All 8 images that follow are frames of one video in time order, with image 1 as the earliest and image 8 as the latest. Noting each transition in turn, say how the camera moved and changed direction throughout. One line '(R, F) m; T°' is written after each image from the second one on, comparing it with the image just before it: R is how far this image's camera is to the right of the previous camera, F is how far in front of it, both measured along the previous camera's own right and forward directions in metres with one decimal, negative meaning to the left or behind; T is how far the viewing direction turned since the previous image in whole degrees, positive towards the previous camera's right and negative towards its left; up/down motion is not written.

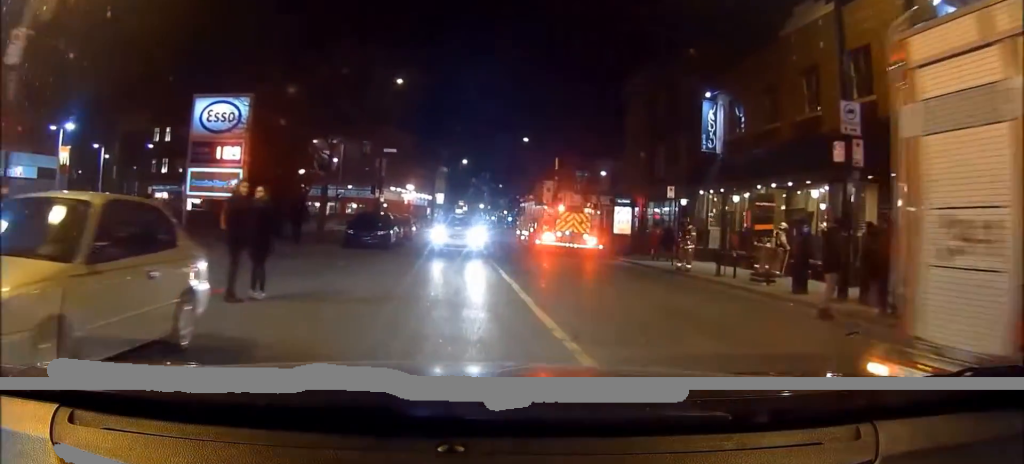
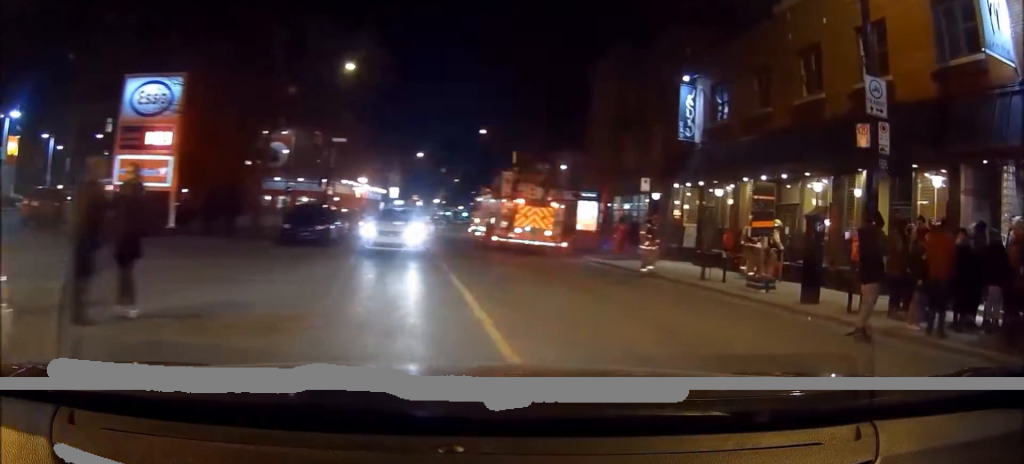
(+0.4, +3.1) m; +9°
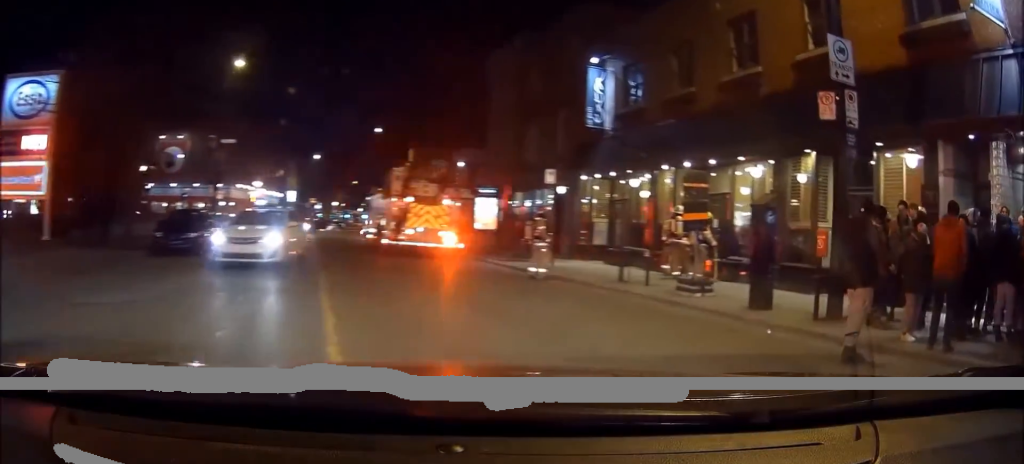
(+0.2, +2.9) m; +6°
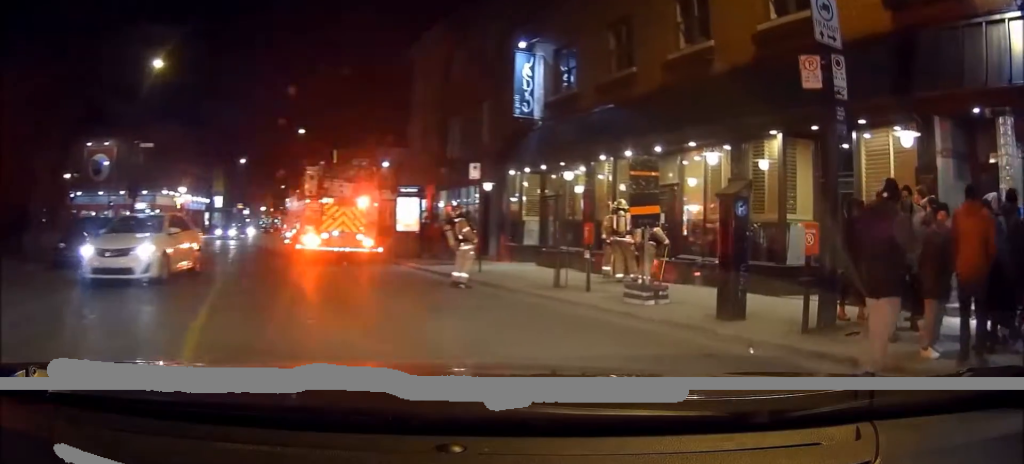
(+0.1, +2.6) m; +3°
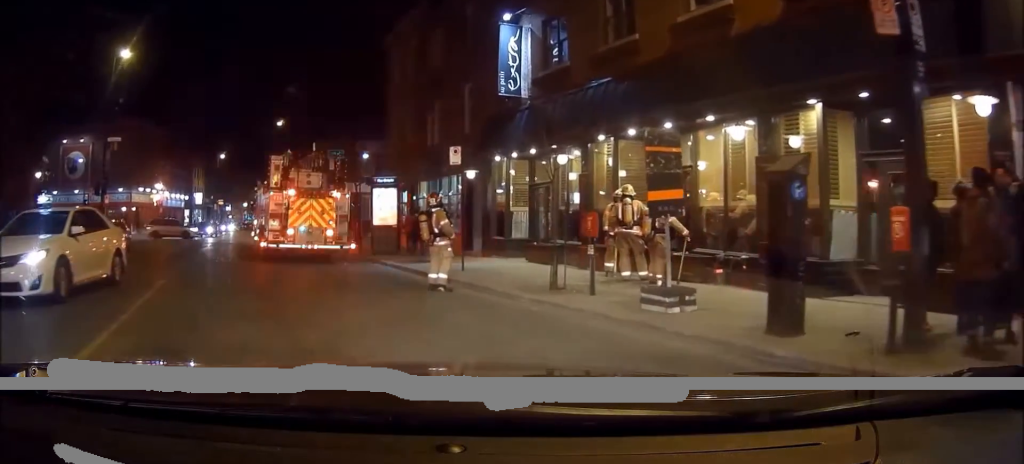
(+0.1, +2.8) m; -4°
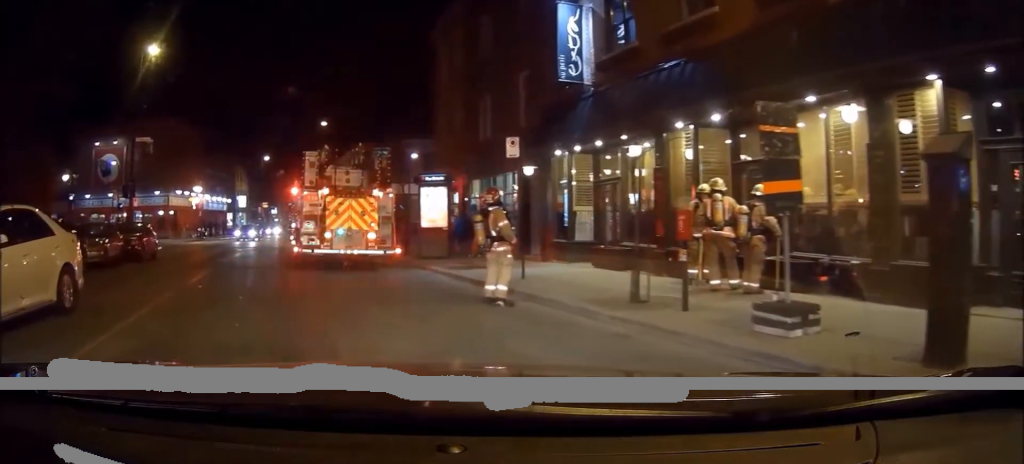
(-0.3, +2.4) m; -8°
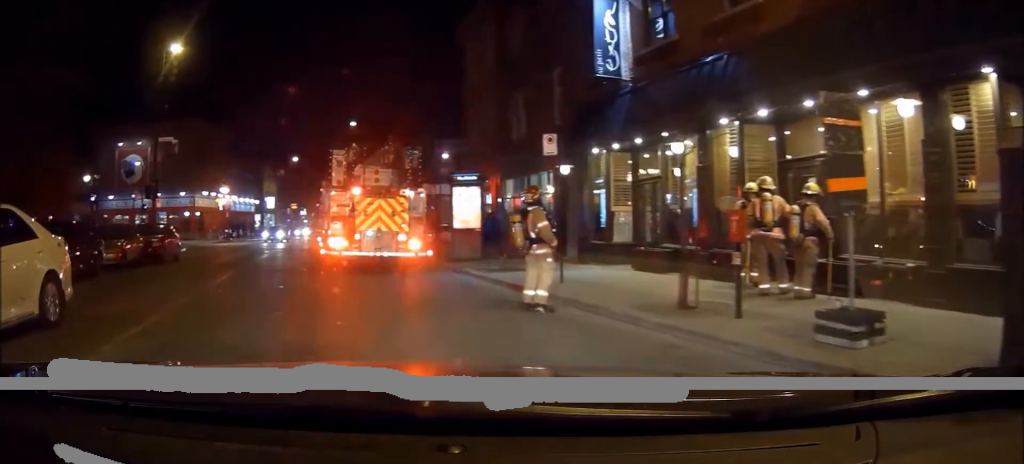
(-0.1, +0.8) m; 0°
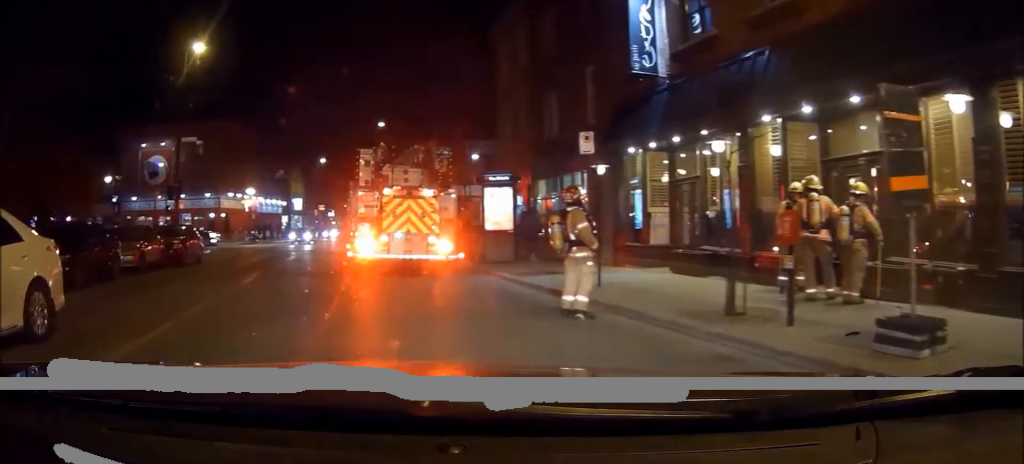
(-0.2, +0.4) m; 0°
